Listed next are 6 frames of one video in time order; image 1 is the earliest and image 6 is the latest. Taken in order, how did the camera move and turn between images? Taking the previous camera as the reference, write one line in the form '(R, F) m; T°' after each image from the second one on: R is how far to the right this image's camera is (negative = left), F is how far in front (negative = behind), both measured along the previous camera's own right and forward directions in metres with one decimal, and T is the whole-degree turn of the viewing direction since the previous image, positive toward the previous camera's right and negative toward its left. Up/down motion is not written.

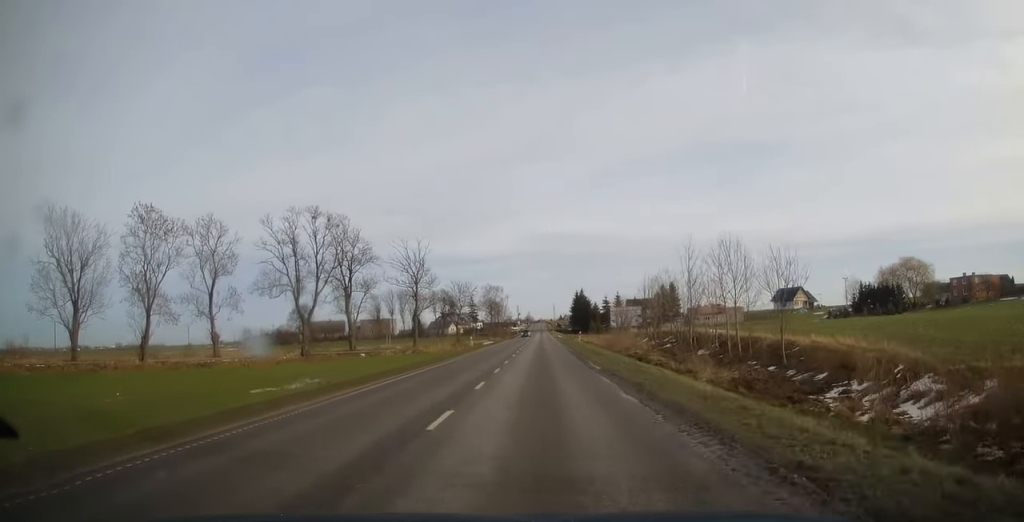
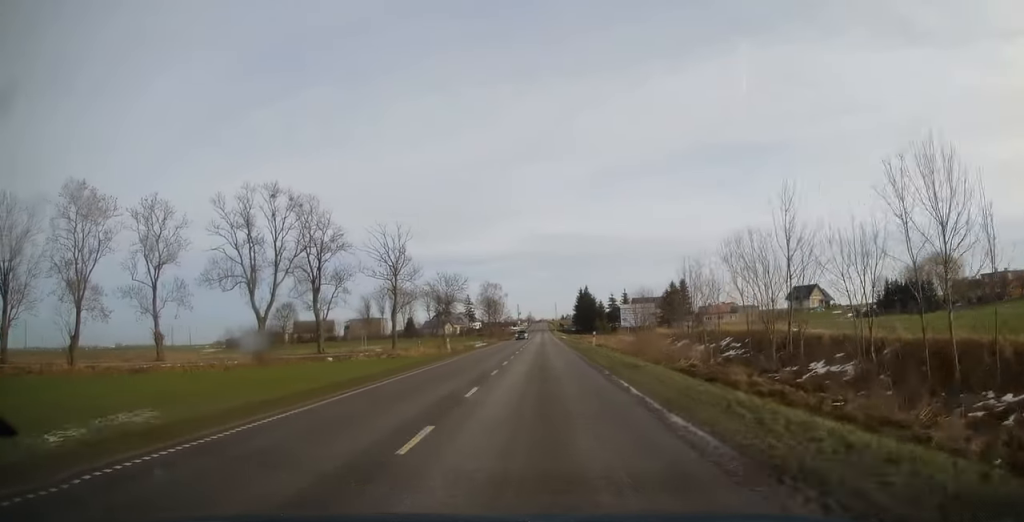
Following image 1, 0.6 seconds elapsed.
(+0.1, +13.4) m; 0°
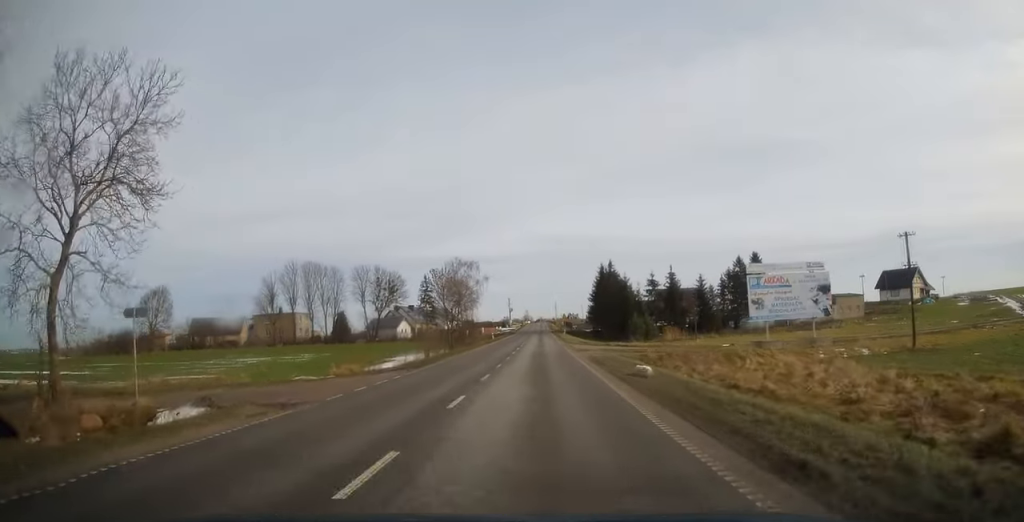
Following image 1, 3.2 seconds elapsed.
(-0.4, +66.3) m; -1°
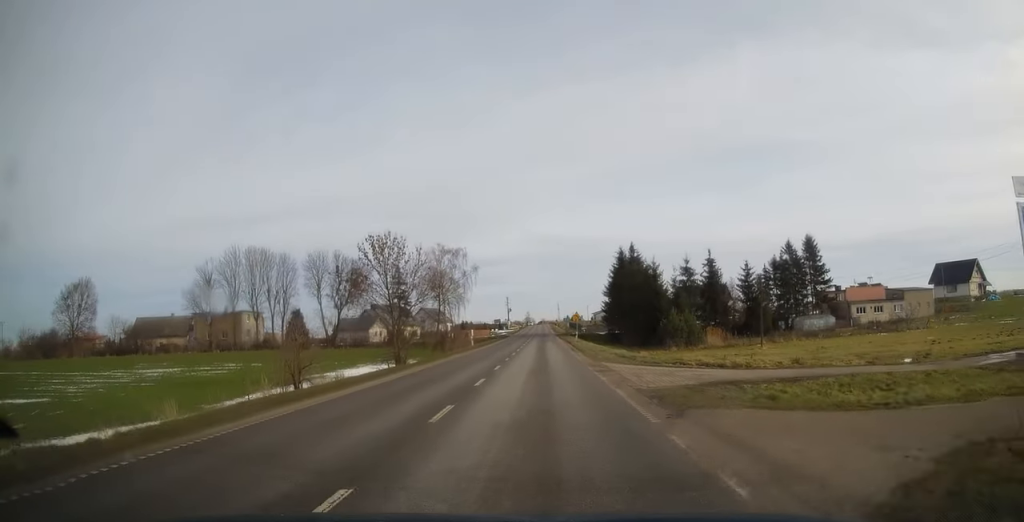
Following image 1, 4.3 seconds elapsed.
(-0.1, +25.1) m; 0°
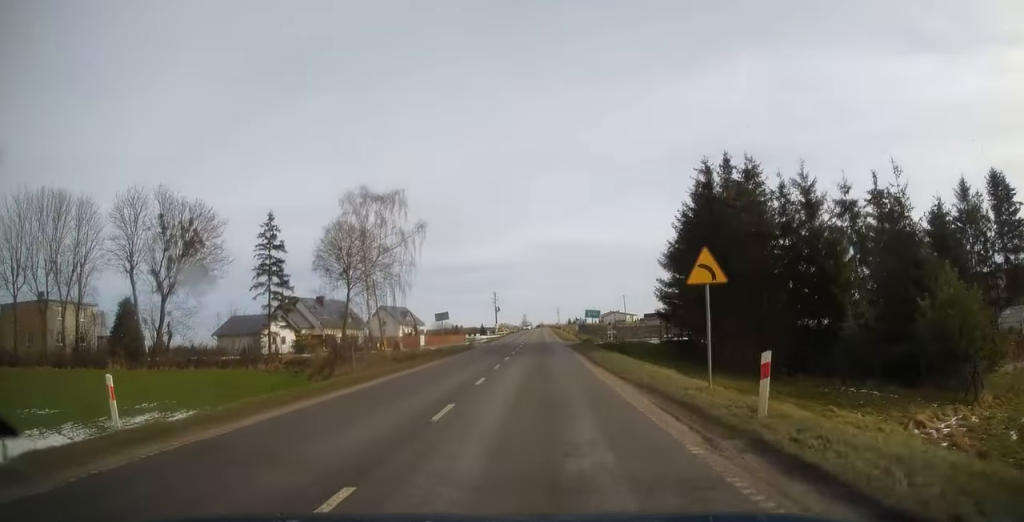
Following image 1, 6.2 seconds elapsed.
(+0.7, +46.9) m; +1°
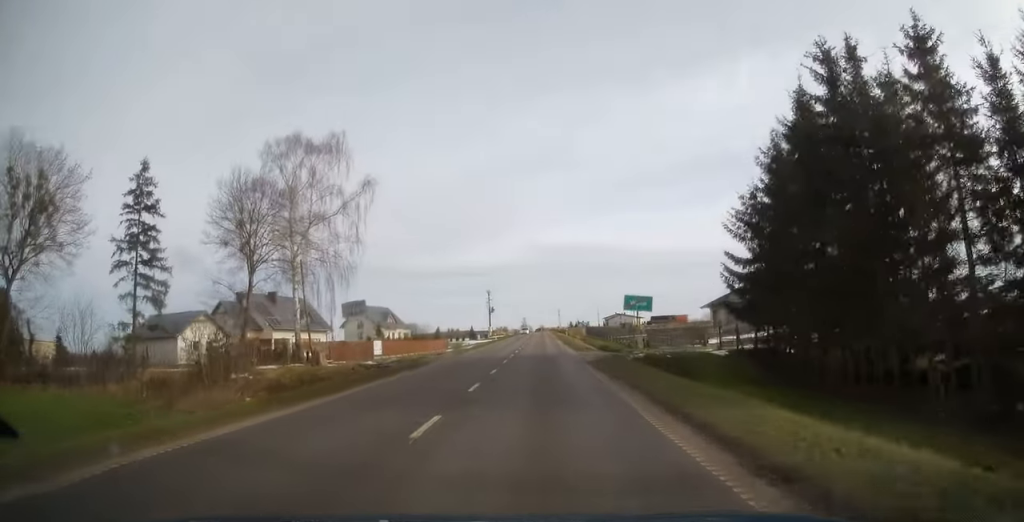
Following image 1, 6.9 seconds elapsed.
(-0.1, +18.9) m; -1°
